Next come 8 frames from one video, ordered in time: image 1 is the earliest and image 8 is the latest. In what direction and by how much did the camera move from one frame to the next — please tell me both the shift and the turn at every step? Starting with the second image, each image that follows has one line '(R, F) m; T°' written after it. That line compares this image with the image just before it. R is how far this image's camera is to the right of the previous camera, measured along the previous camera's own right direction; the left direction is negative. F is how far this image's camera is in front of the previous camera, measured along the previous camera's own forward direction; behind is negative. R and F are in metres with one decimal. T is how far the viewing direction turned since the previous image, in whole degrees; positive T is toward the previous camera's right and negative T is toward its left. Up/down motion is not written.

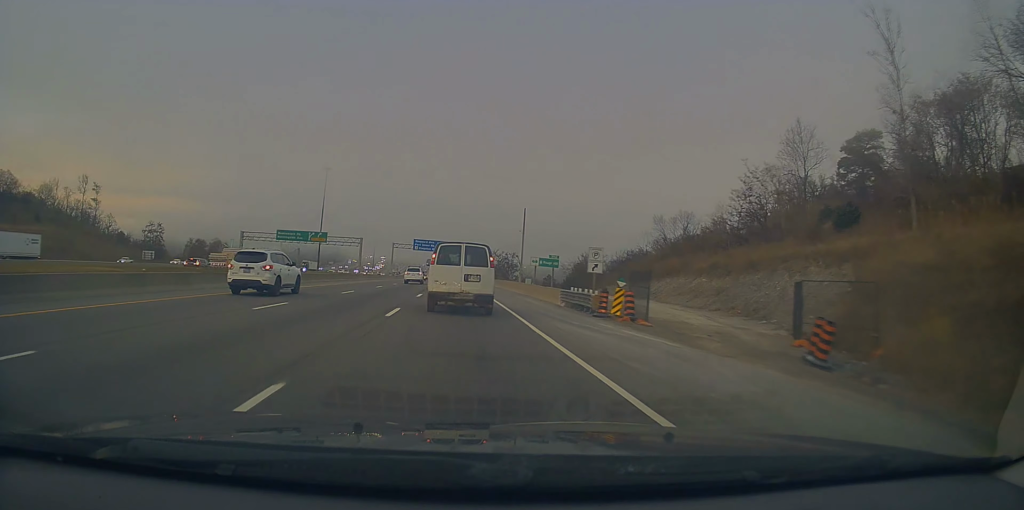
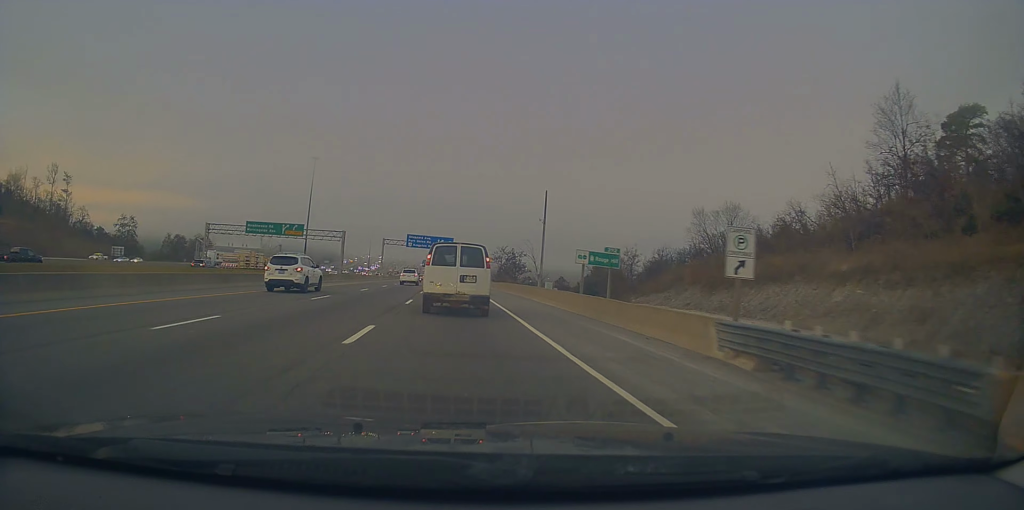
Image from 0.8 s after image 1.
(-0.1, +17.7) m; 0°
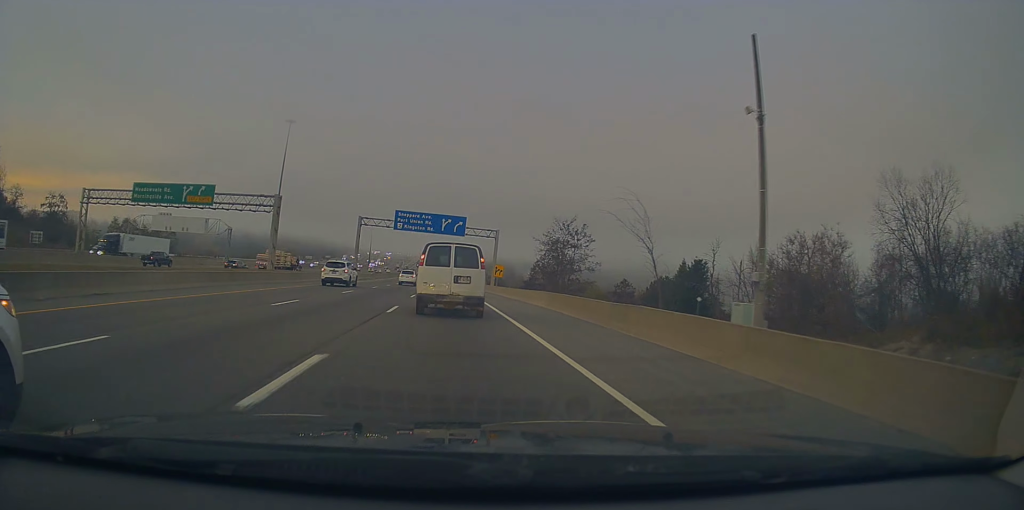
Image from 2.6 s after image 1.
(+0.5, +41.8) m; +1°
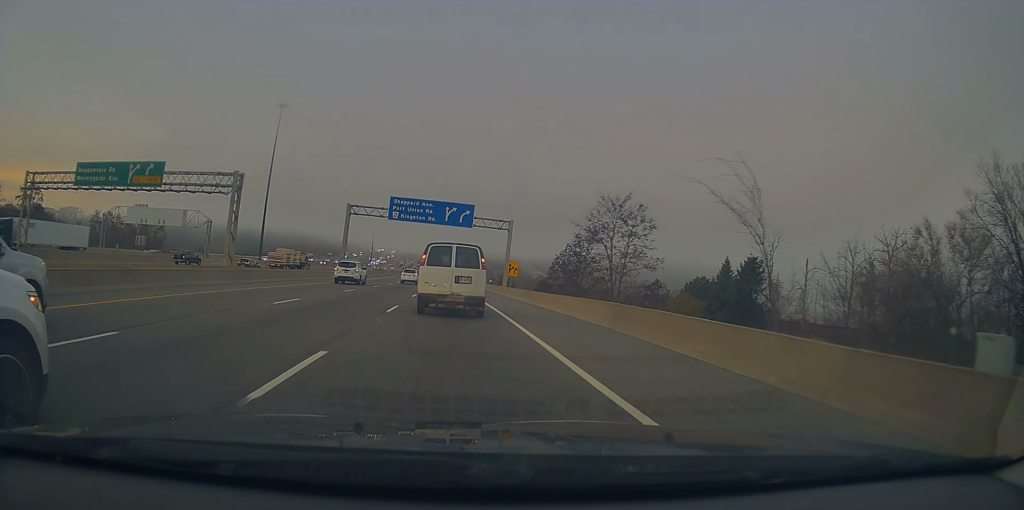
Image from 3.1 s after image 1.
(0.0, +11.7) m; 0°
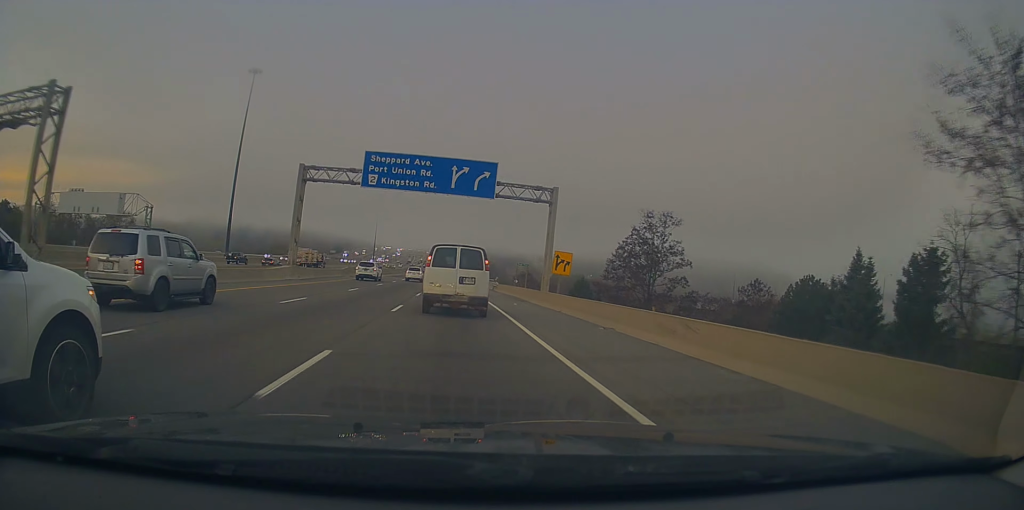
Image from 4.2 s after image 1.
(-0.2, +24.0) m; -1°
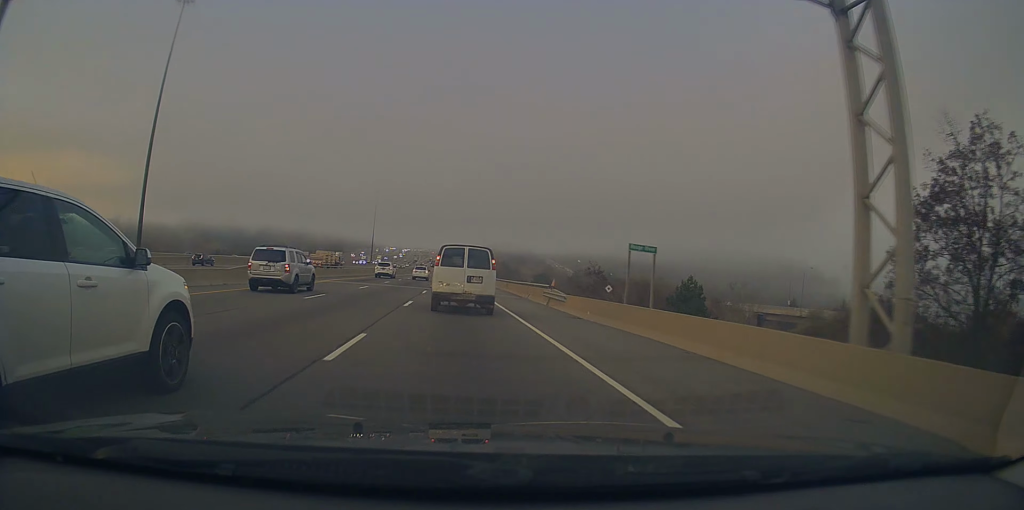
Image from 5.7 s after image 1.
(-0.9, +33.7) m; -3°
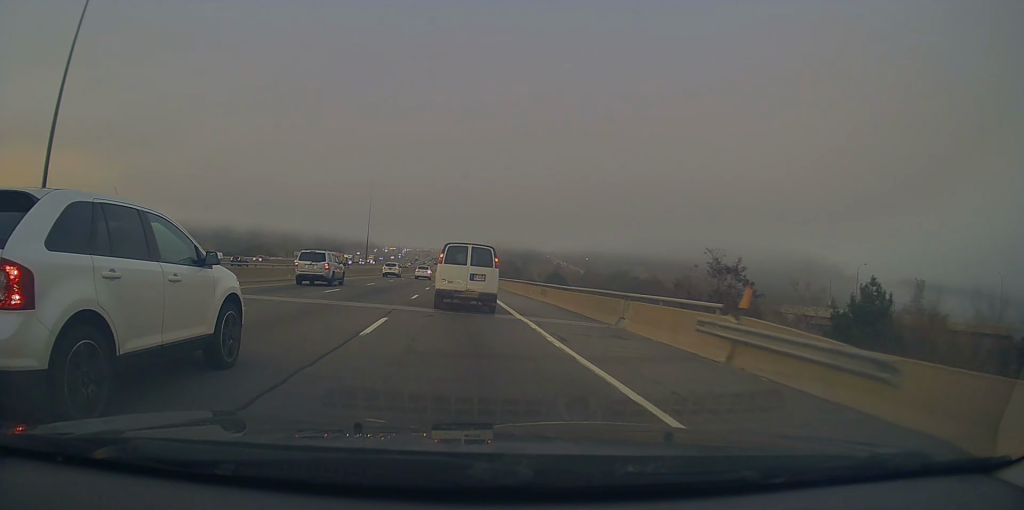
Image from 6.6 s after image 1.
(-0.3, +20.4) m; +1°
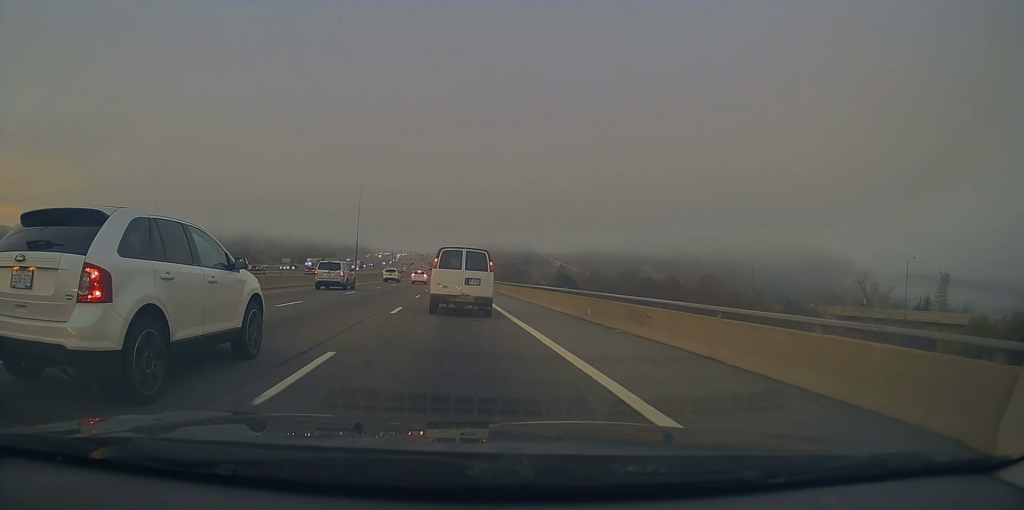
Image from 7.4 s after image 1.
(+0.6, +17.6) m; 0°
